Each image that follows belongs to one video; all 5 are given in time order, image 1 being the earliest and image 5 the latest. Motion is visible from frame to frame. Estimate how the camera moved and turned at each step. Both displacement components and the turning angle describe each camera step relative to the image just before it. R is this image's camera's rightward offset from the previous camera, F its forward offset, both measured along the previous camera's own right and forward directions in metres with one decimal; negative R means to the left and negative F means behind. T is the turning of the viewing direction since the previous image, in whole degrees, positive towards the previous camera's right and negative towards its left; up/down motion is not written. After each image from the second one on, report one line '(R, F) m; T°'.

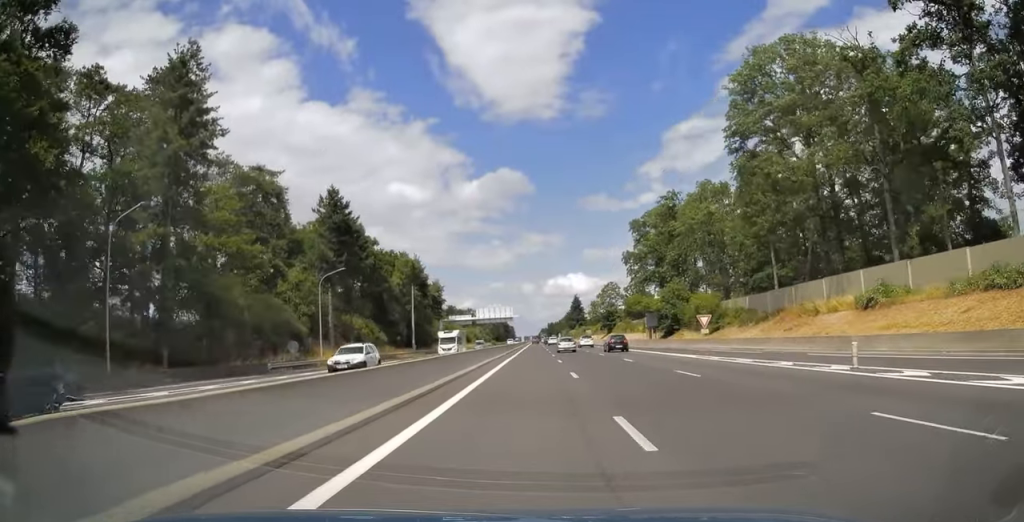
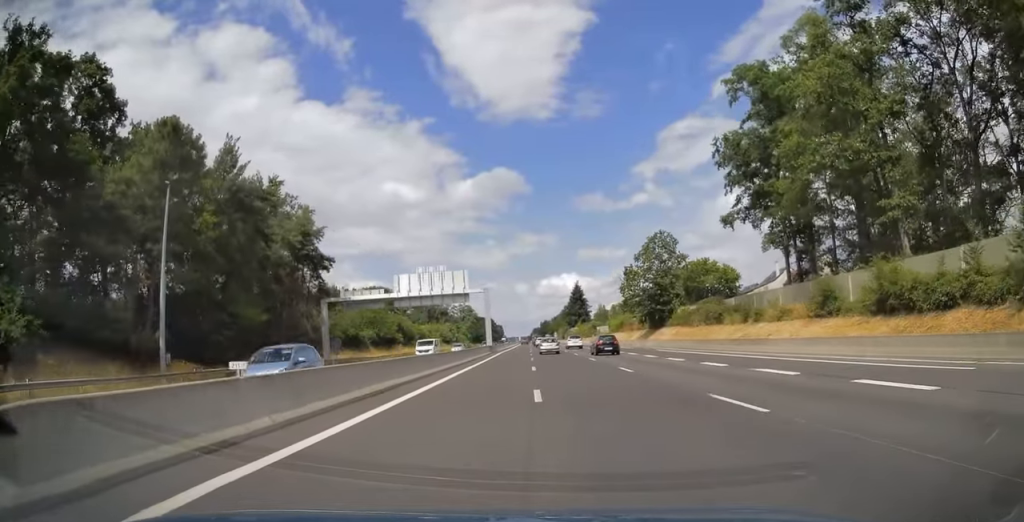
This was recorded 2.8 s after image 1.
(+0.1, +71.9) m; 0°
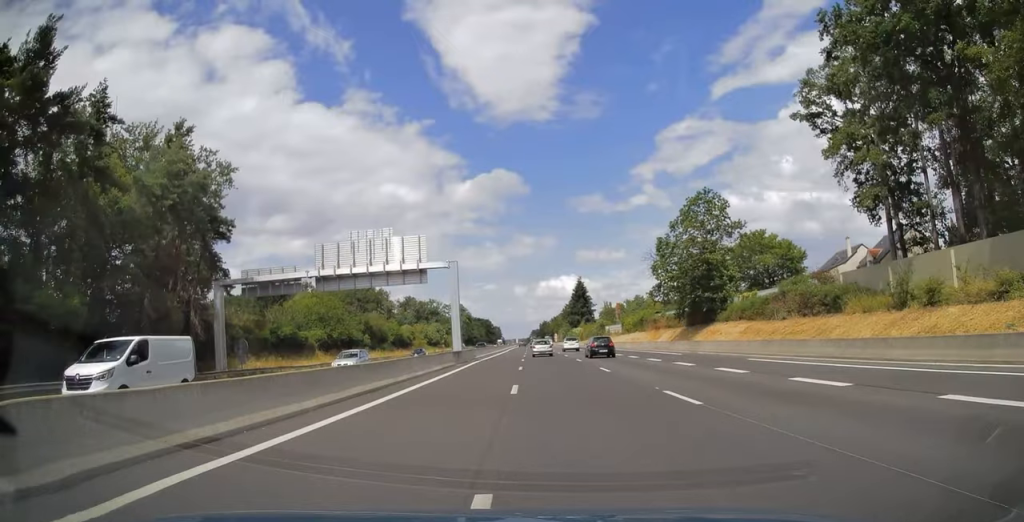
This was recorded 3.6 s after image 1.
(+0.1, +23.2) m; 0°
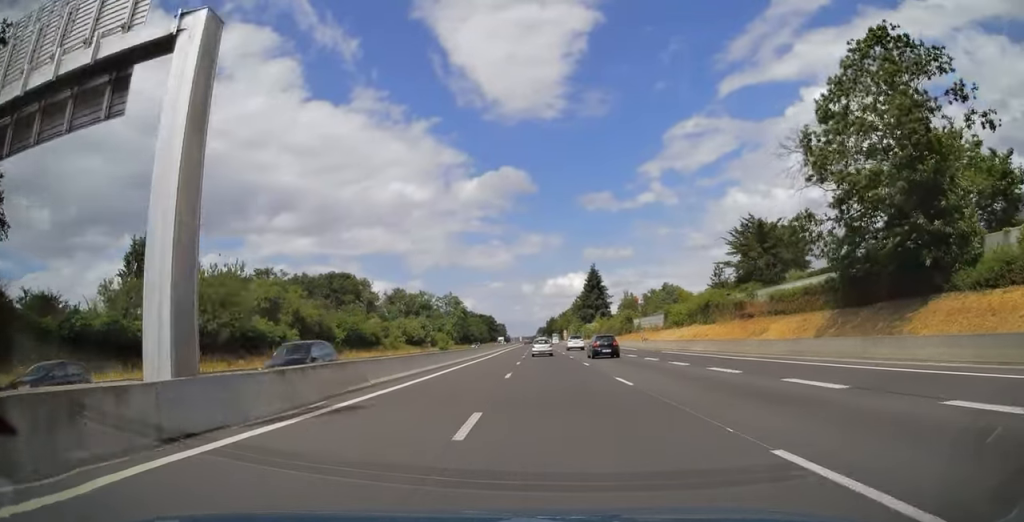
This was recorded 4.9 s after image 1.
(-0.1, +32.1) m; -1°
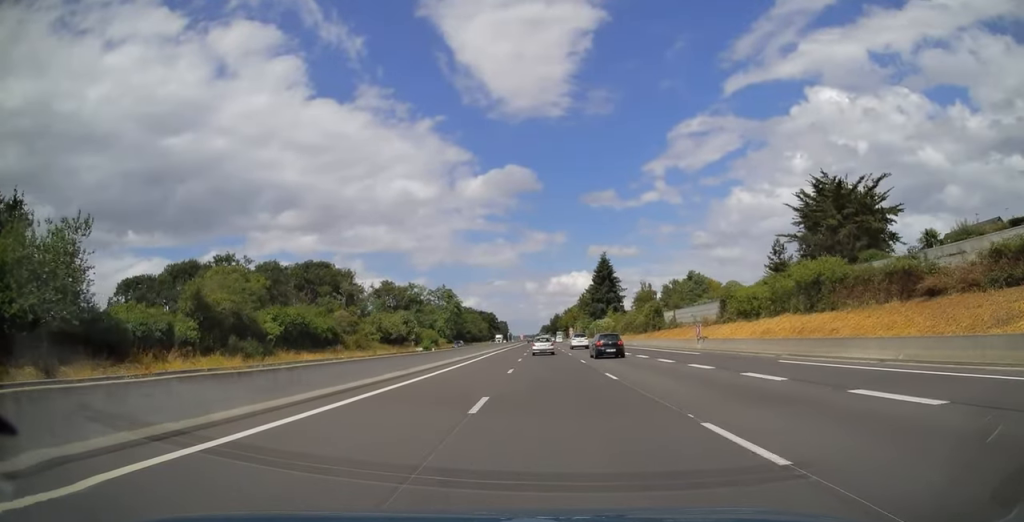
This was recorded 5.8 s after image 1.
(-0.1, +21.8) m; 0°
